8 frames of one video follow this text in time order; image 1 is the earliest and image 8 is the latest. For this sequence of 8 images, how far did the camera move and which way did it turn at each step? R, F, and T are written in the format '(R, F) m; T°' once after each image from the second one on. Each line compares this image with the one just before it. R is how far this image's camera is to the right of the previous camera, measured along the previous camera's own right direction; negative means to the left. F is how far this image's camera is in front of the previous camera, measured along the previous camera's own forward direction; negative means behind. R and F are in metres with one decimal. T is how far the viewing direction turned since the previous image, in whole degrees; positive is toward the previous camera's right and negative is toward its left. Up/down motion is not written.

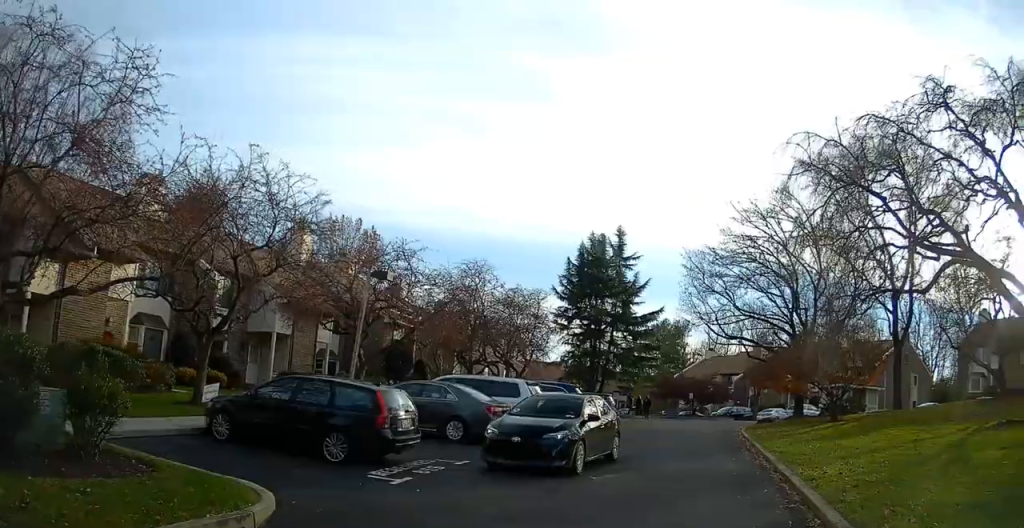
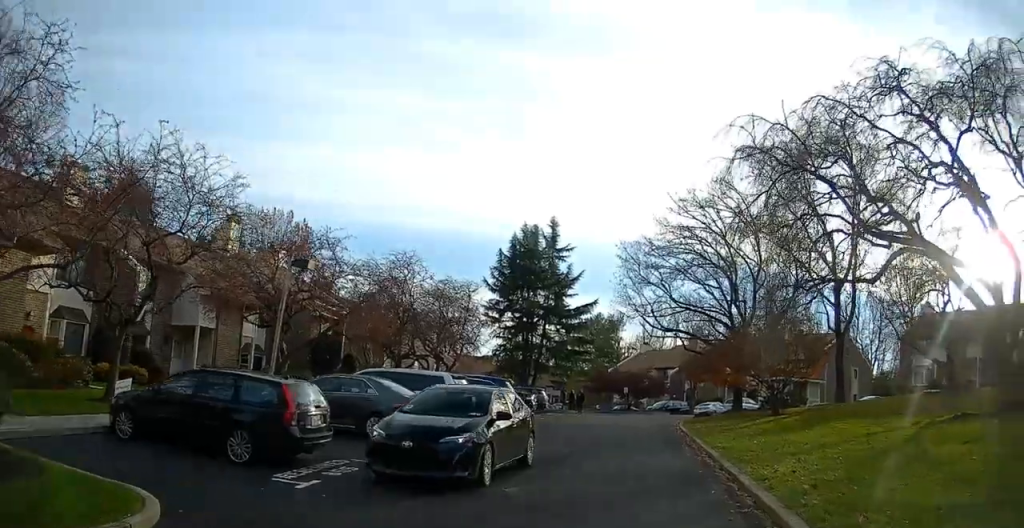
(+0.1, +1.1) m; +9°
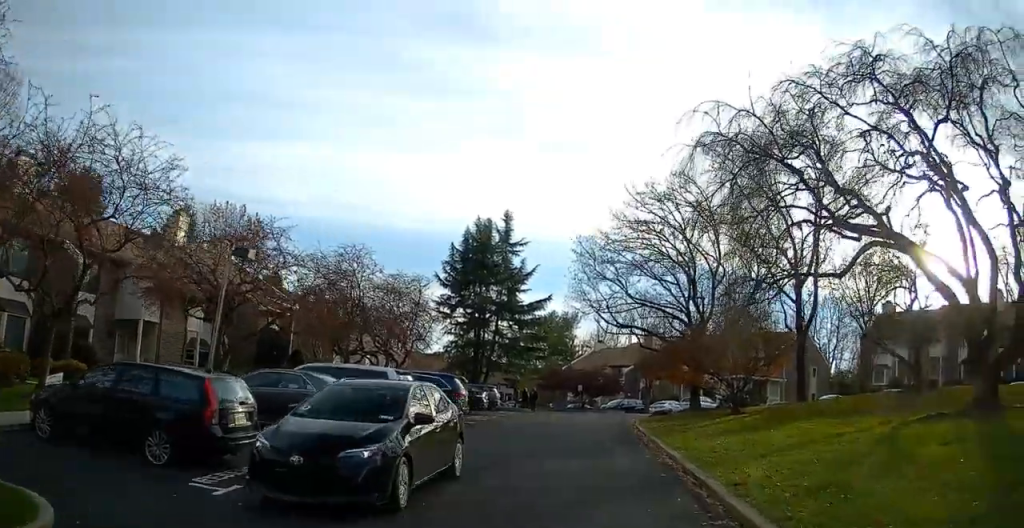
(+0.1, +1.1) m; +2°
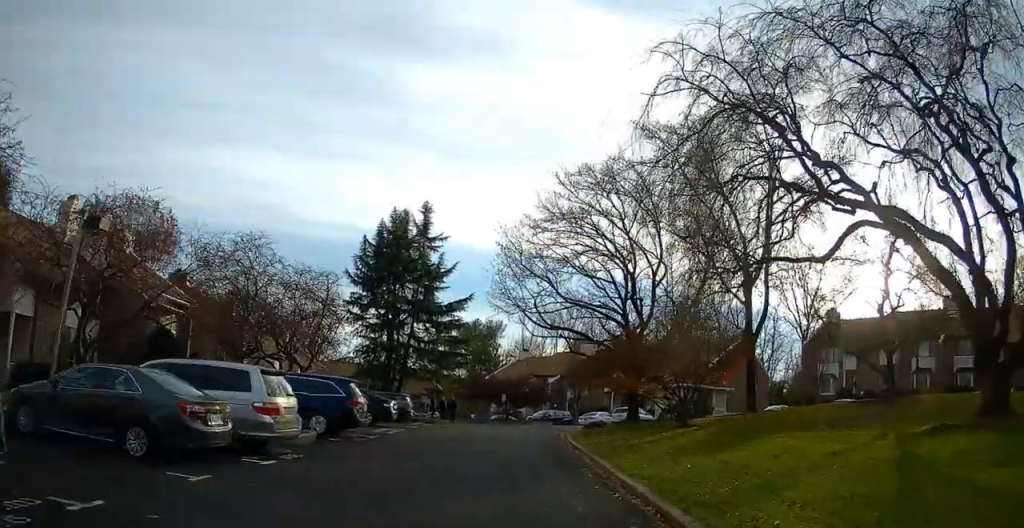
(+0.2, +3.9) m; +1°
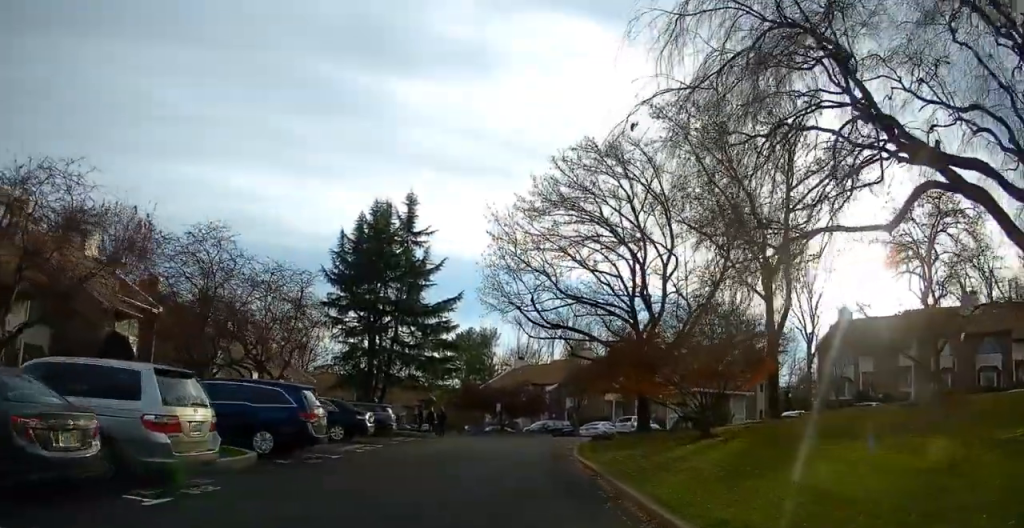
(-0.1, +3.7) m; +1°
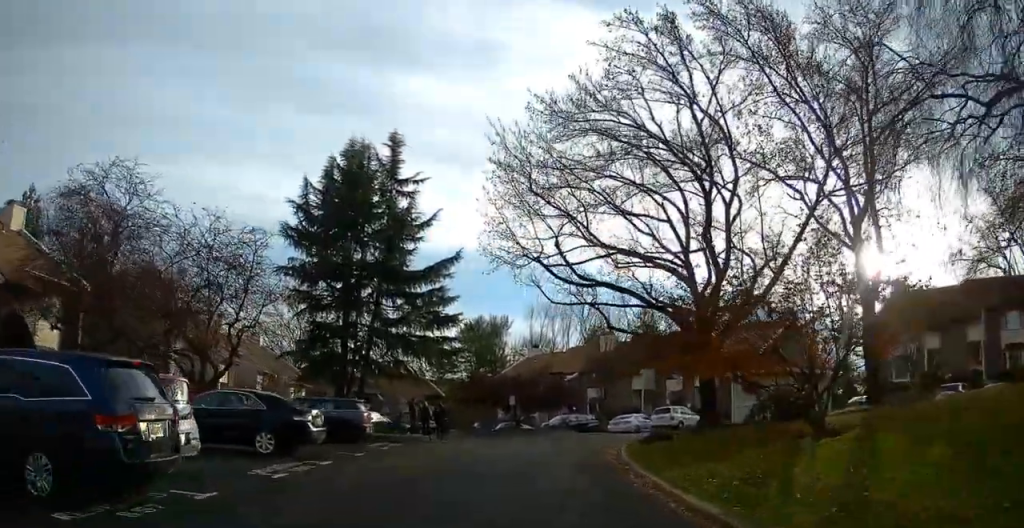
(+0.2, +8.1) m; 0°
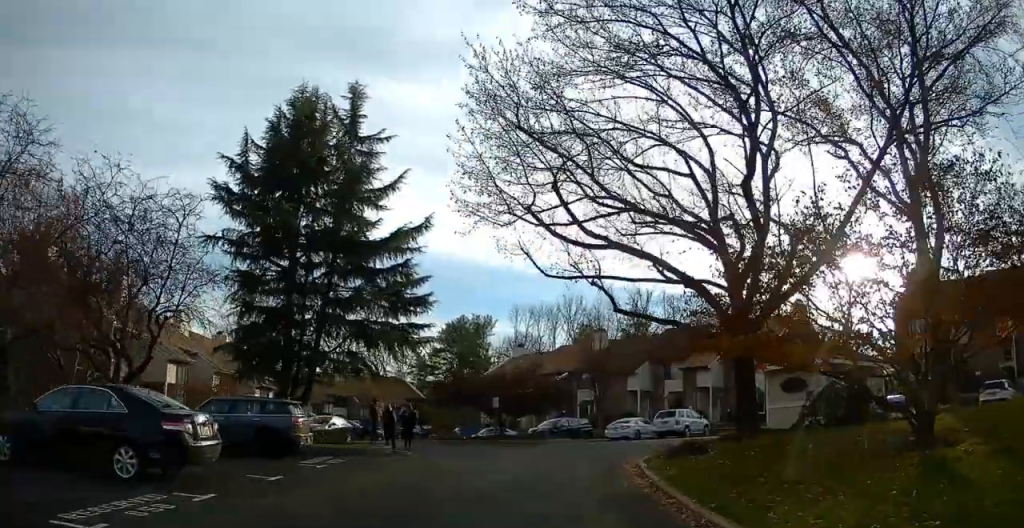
(0.0, +5.4) m; +2°
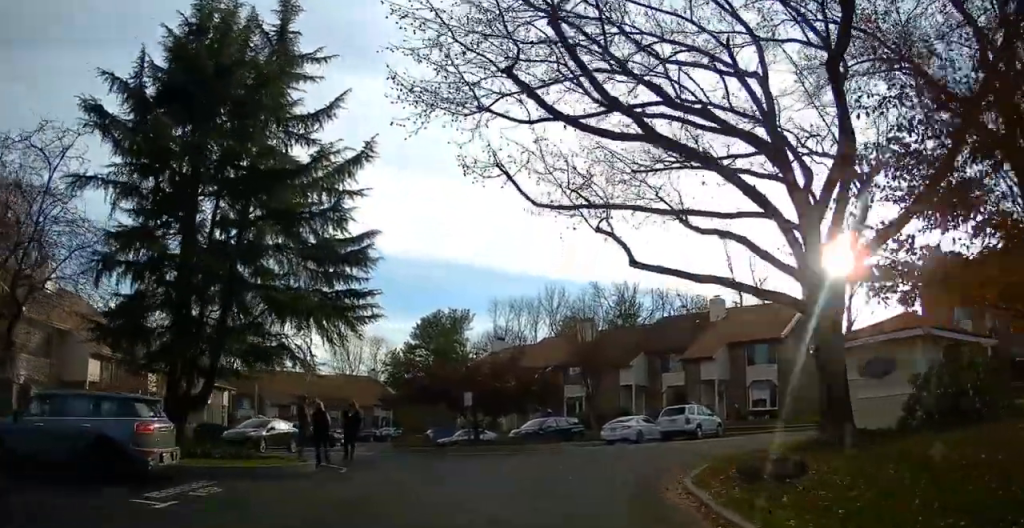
(+0.1, +6.1) m; +1°
